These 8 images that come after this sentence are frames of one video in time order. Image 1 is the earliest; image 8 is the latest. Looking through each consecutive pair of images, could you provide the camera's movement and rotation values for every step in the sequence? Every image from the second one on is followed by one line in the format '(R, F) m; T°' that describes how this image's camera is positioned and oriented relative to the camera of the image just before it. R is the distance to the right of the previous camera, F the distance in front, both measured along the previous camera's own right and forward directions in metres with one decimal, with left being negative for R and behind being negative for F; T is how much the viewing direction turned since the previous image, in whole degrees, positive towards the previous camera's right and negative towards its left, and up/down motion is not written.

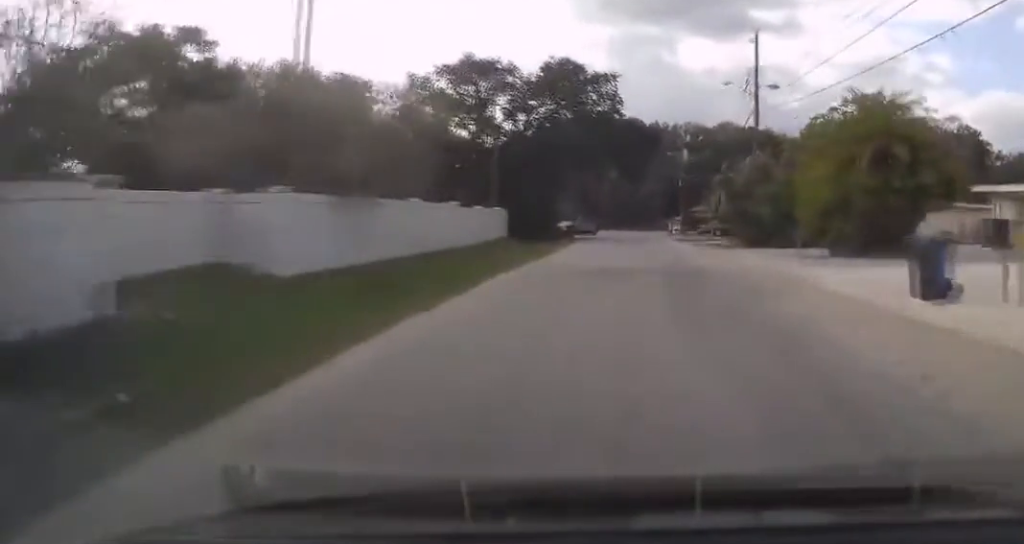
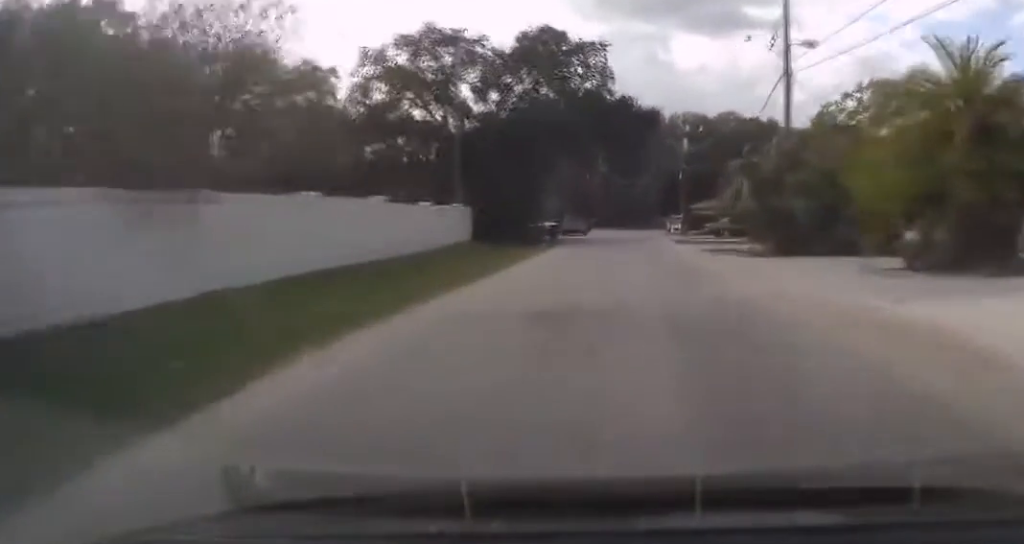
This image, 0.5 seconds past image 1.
(+0.1, +8.5) m; +1°
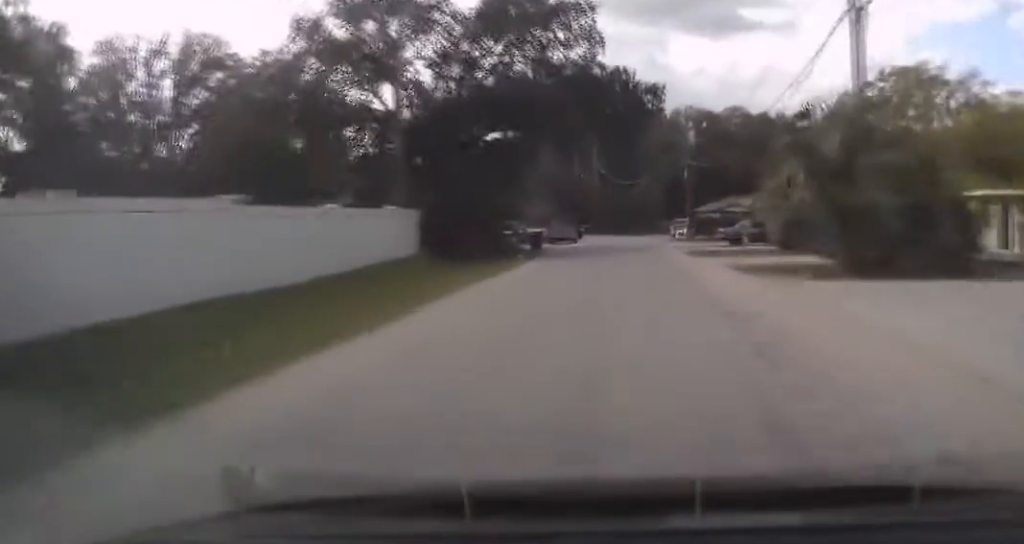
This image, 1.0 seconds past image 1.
(+0.2, +9.1) m; 0°
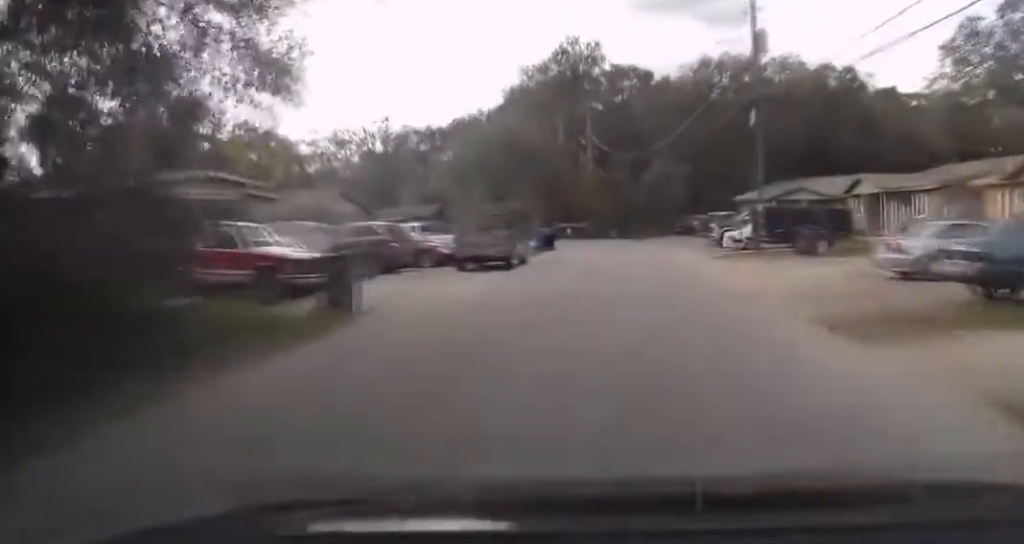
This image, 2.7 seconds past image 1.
(-0.1, +30.4) m; -1°
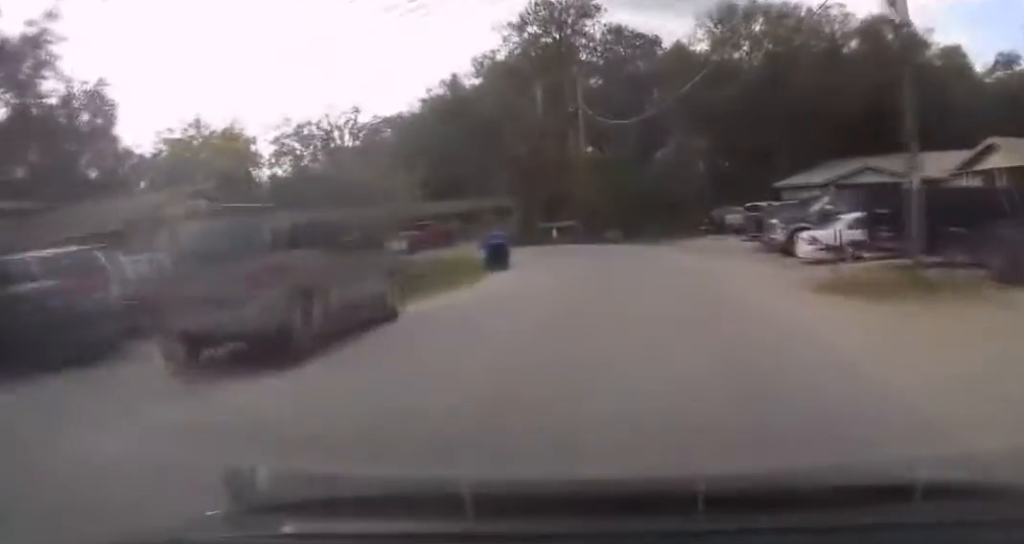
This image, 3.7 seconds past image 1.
(-0.1, +15.5) m; -1°
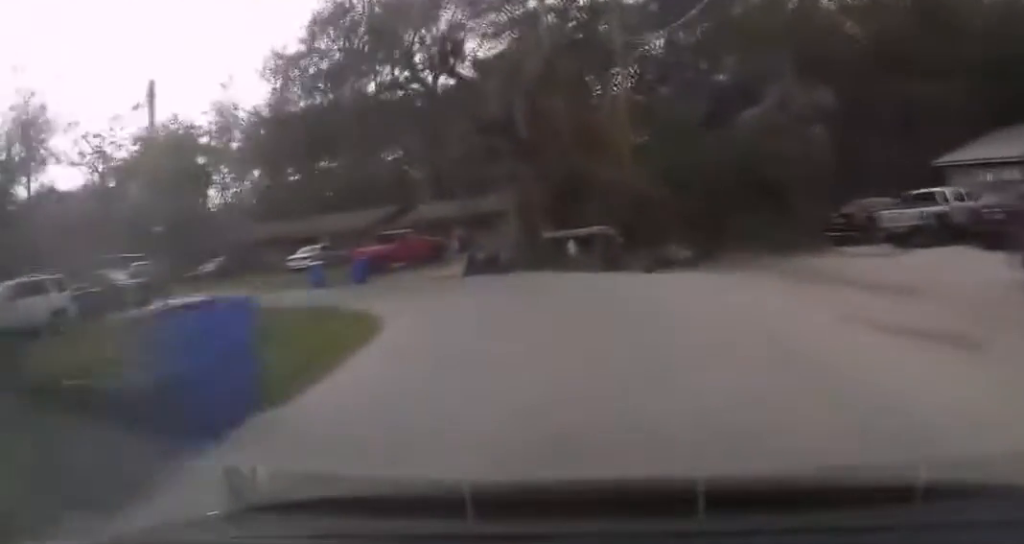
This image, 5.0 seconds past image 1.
(-0.4, +19.3) m; -6°
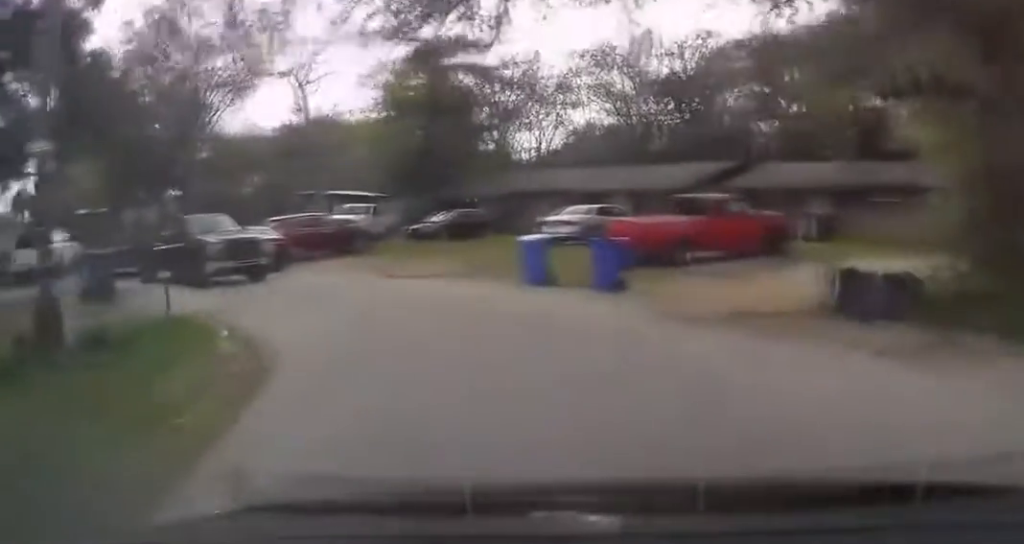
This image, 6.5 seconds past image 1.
(-2.2, +15.6) m; -18°
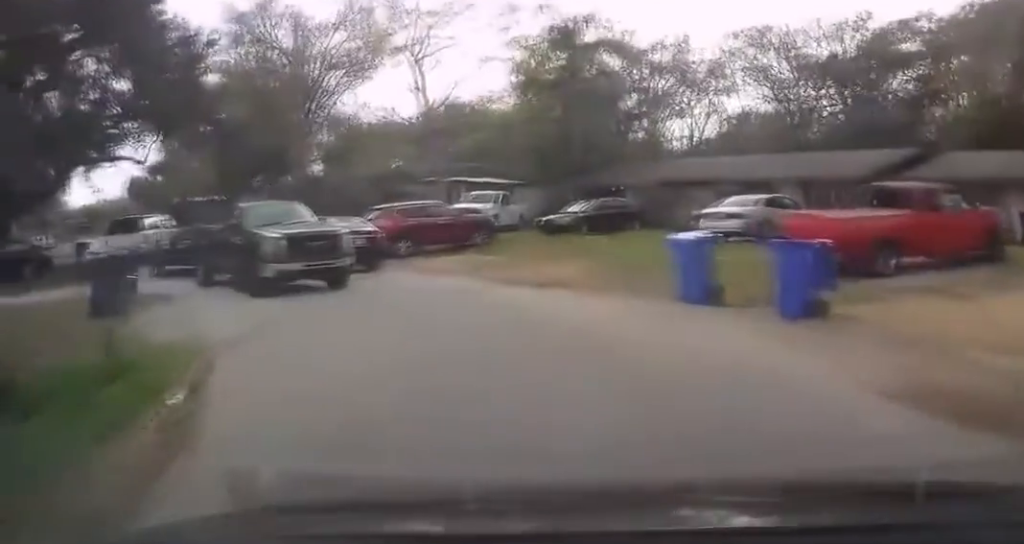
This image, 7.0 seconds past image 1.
(-0.3, +5.3) m; -9°
